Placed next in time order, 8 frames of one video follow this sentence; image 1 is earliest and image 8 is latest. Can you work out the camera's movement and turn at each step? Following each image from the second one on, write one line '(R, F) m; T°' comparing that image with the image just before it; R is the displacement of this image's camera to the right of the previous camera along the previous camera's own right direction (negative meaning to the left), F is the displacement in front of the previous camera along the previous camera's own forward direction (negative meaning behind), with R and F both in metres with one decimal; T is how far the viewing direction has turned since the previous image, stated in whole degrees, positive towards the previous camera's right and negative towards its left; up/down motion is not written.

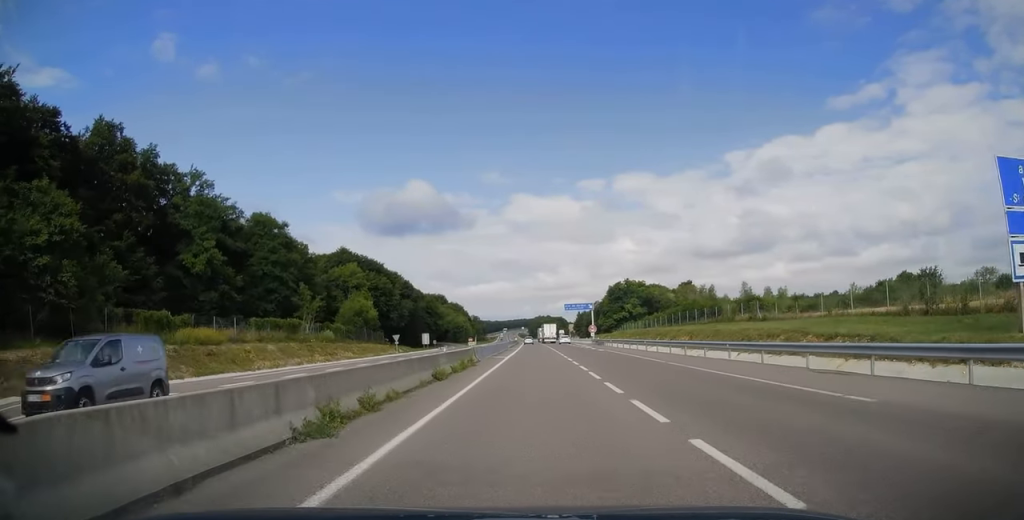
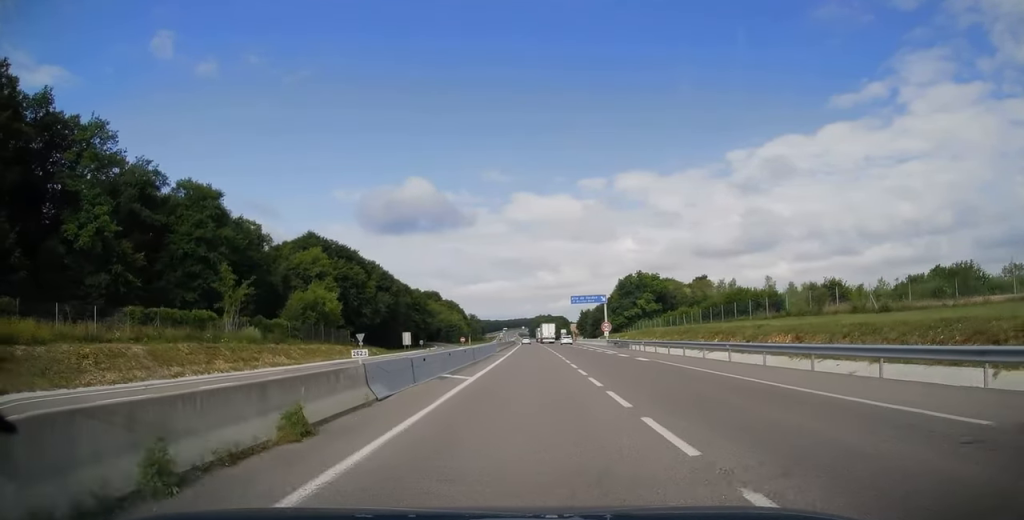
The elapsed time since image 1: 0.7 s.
(+0.3, +20.6) m; 0°
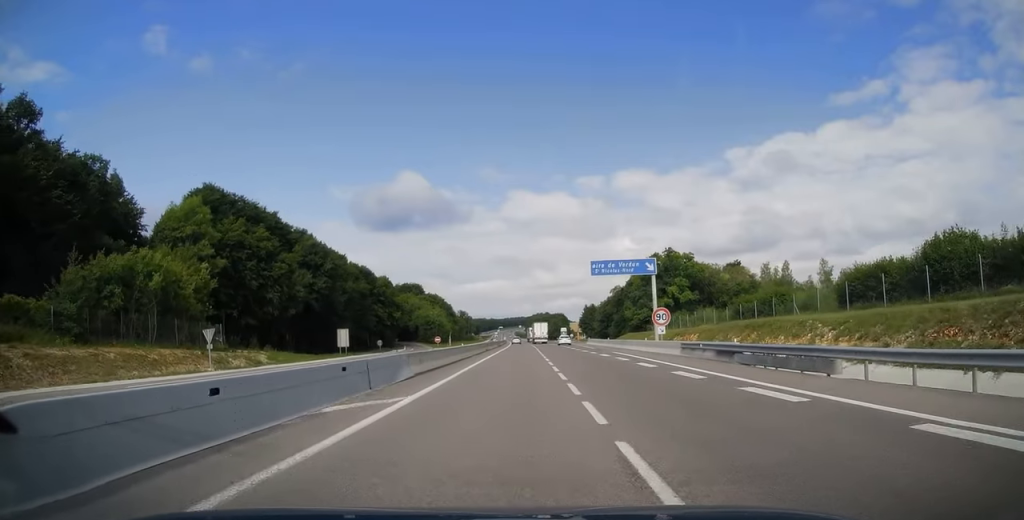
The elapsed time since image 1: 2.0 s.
(-0.3, +38.2) m; 0°
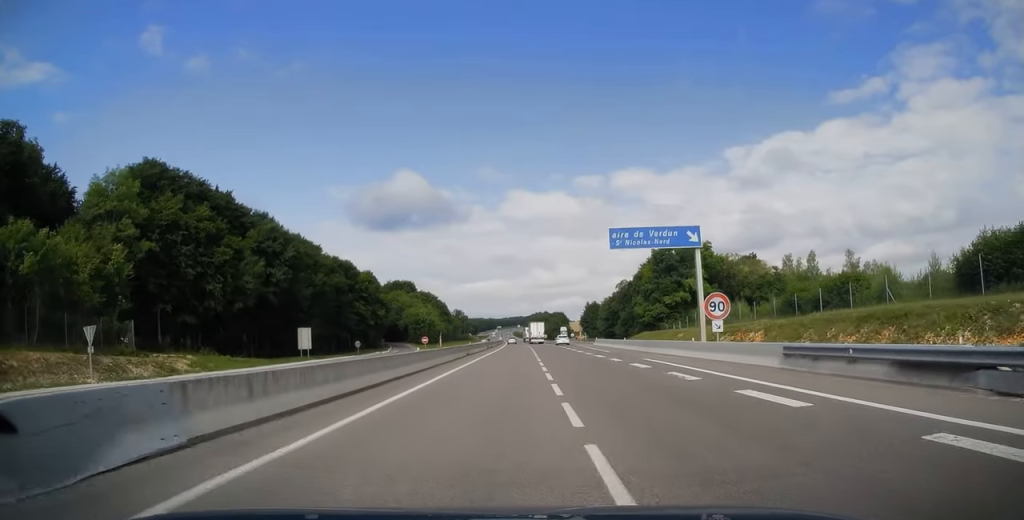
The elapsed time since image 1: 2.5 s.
(+0.2, +13.6) m; 0°
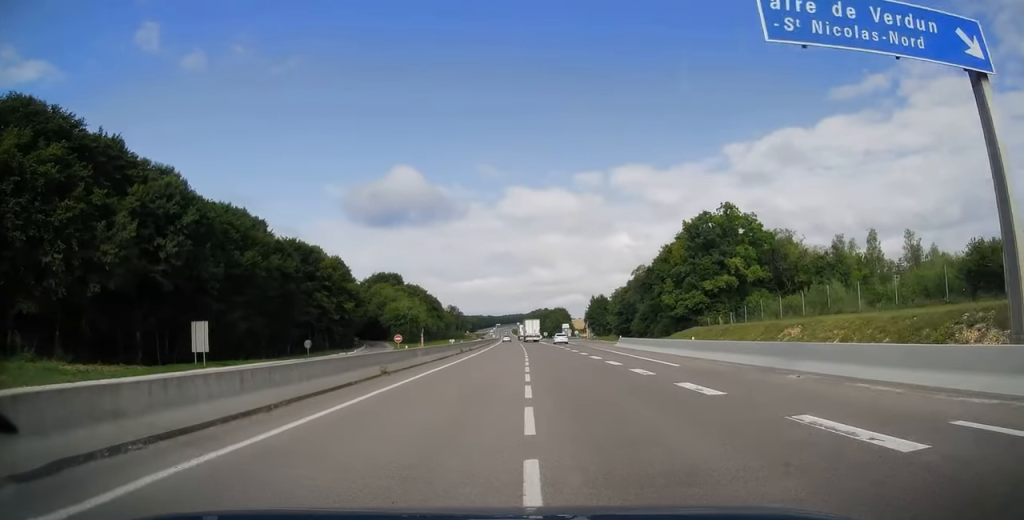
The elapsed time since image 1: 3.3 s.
(-0.1, +23.2) m; -1°
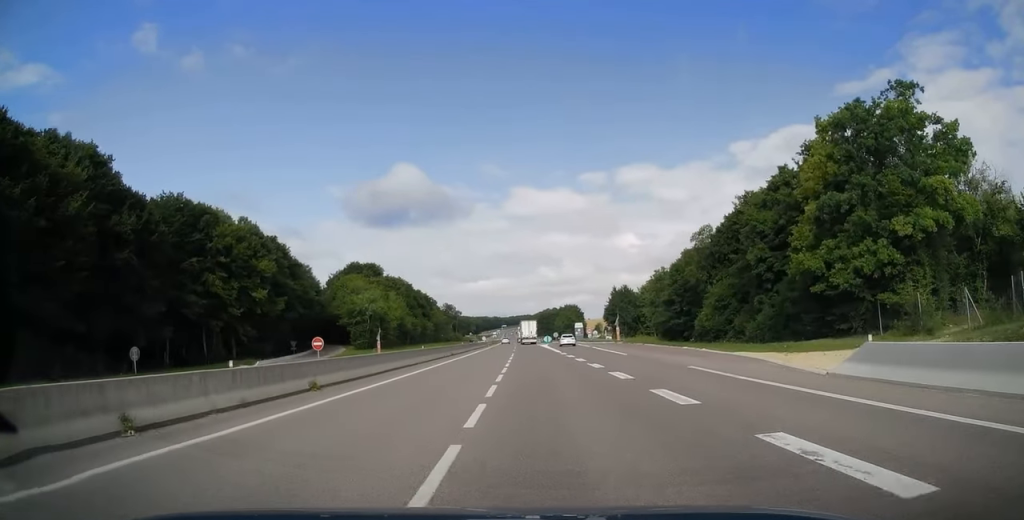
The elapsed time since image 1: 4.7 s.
(-0.8, +39.5) m; -1°
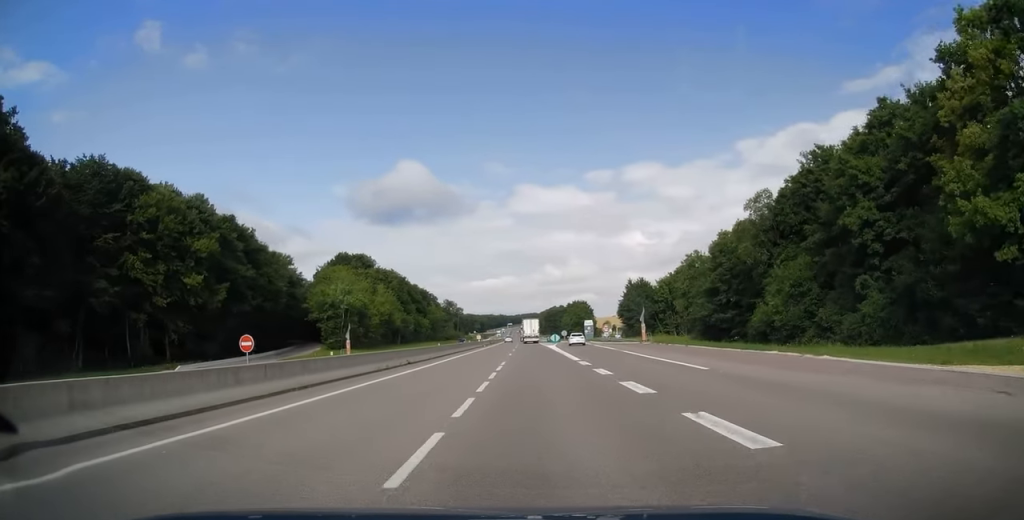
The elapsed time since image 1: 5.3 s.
(+0.2, +16.9) m; 0°
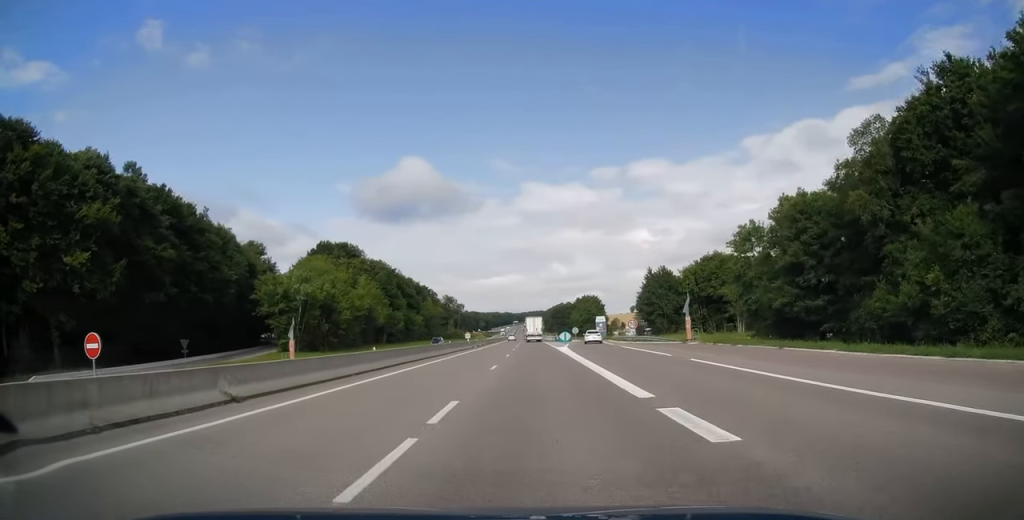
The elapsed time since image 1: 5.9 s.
(+0.1, +18.7) m; -1°
